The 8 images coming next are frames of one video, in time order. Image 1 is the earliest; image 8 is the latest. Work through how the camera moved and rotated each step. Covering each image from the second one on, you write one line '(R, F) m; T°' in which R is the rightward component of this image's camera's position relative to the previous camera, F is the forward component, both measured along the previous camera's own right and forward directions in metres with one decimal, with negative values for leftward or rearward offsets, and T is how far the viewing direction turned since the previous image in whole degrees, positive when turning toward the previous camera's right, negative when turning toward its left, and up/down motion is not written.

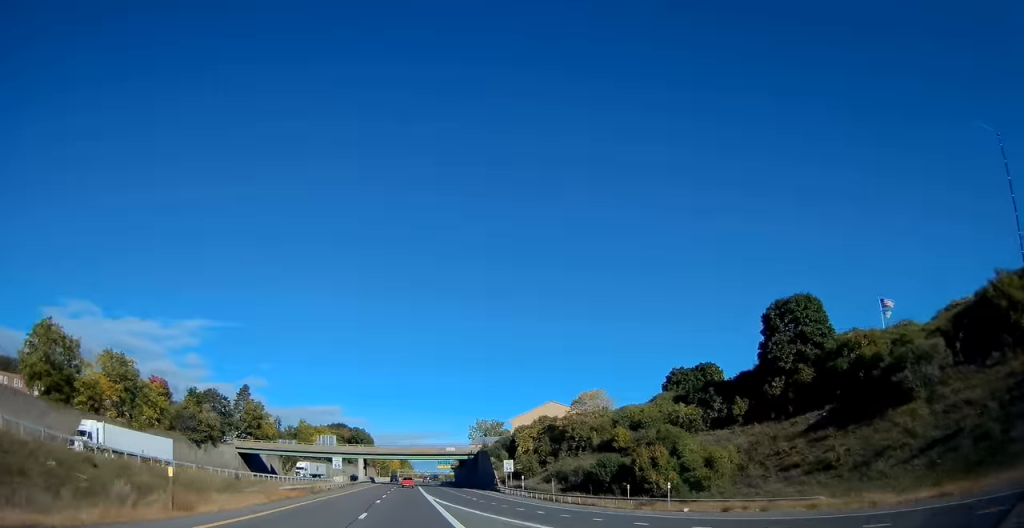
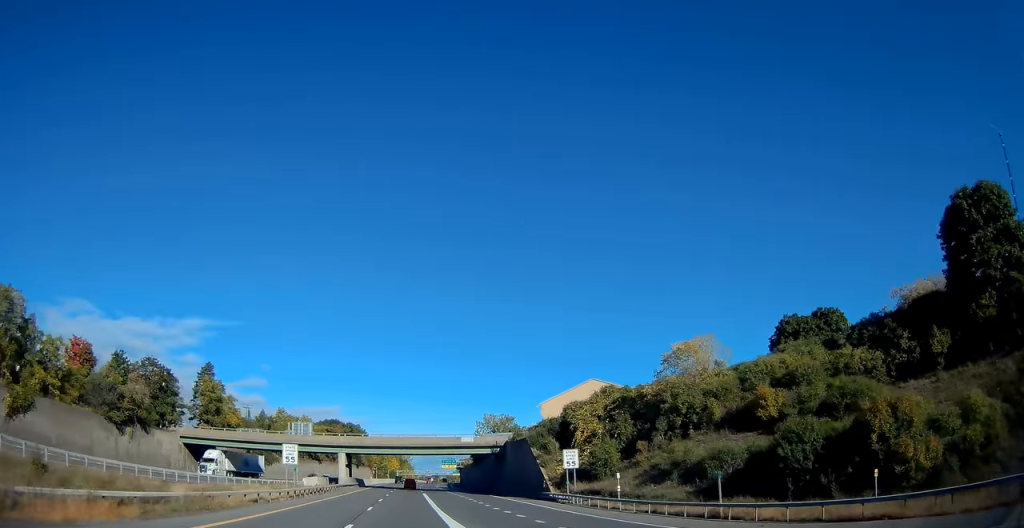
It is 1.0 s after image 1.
(-0.1, +29.5) m; 0°
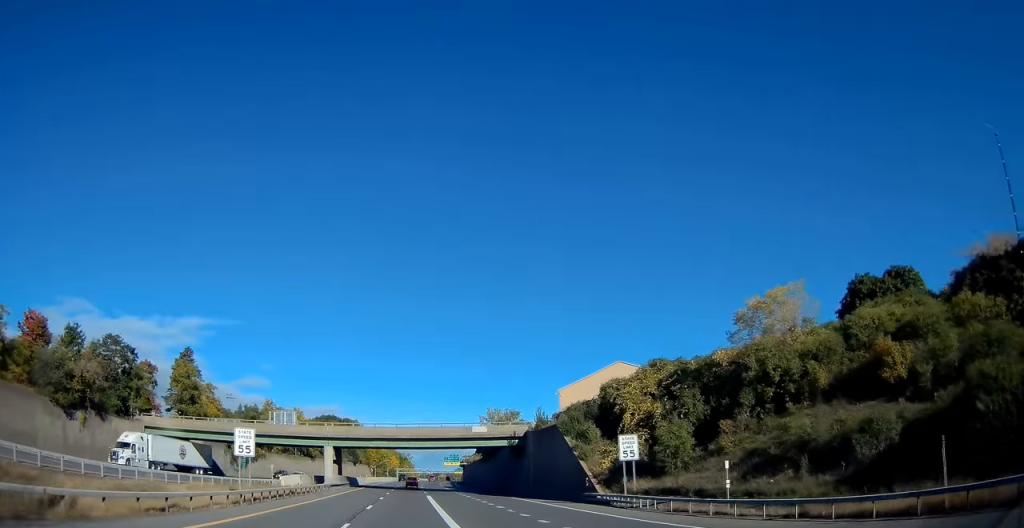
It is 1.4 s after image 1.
(0.0, +12.9) m; 0°
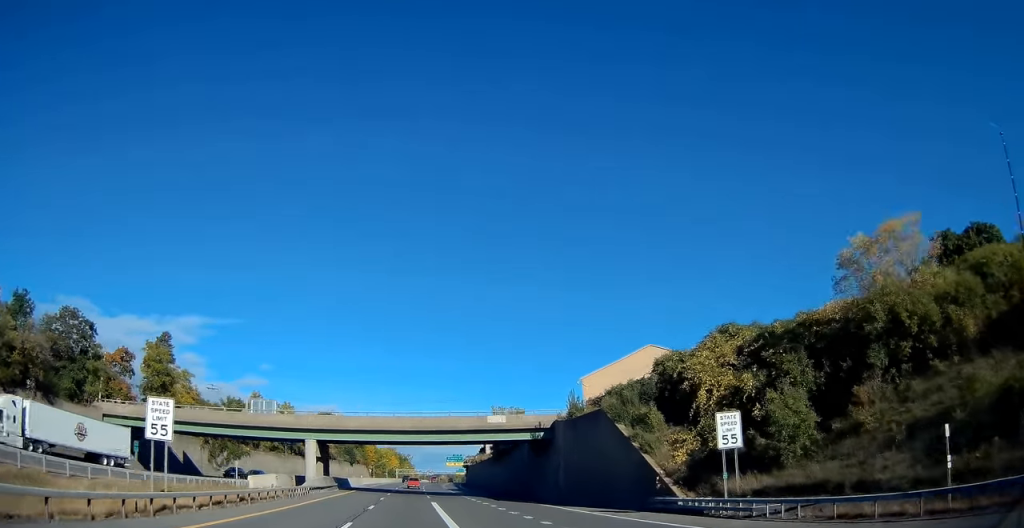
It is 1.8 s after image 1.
(0.0, +11.7) m; 0°
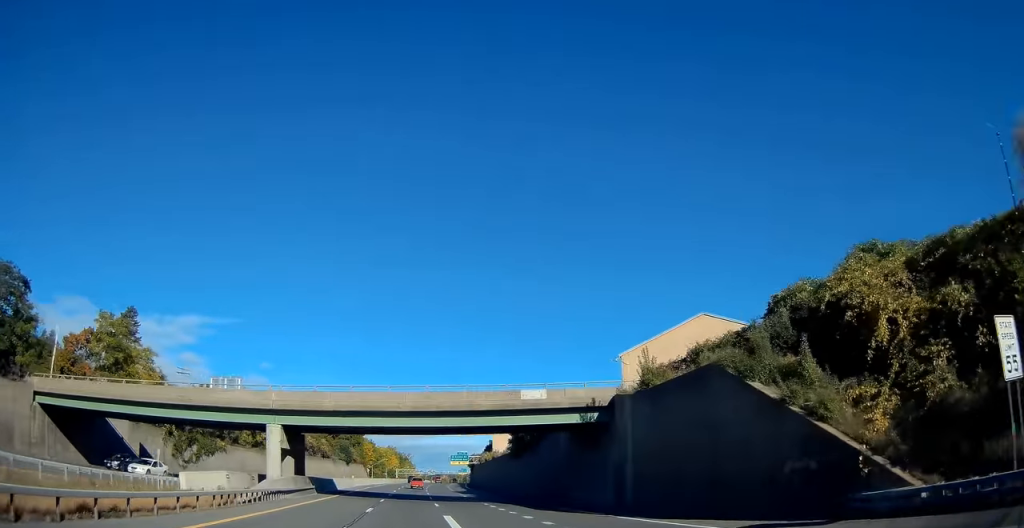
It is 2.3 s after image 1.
(0.0, +14.0) m; 0°
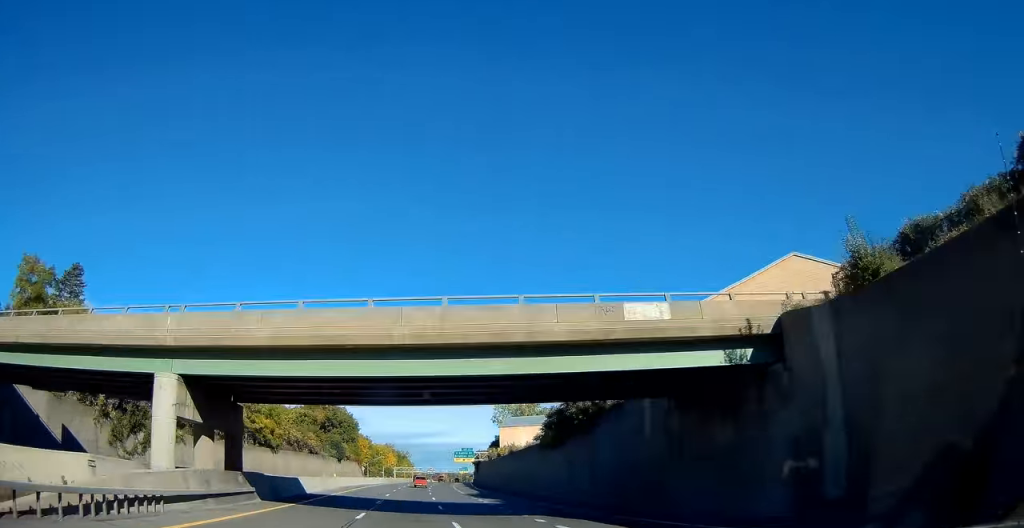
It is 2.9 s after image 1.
(+0.1, +17.2) m; 0°
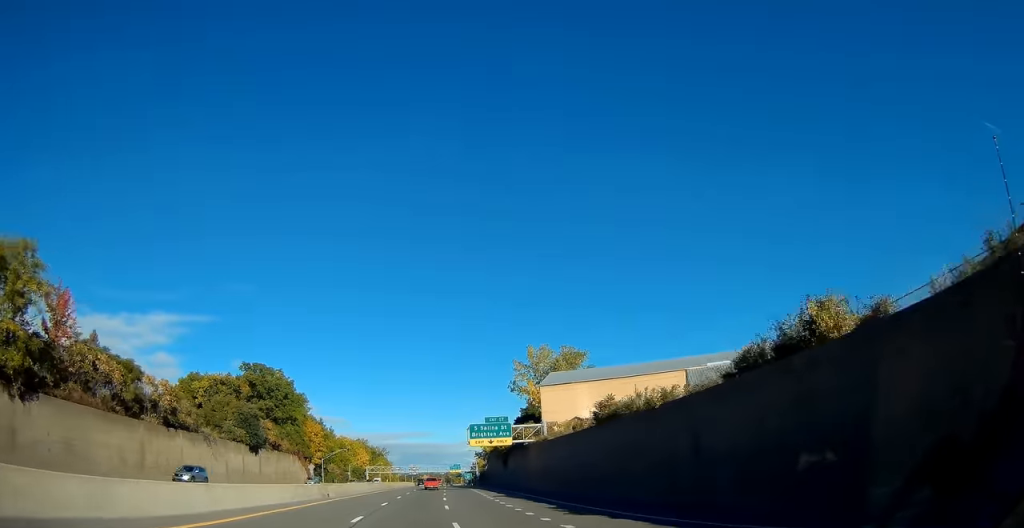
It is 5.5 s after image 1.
(+0.9, +74.0) m; +2°
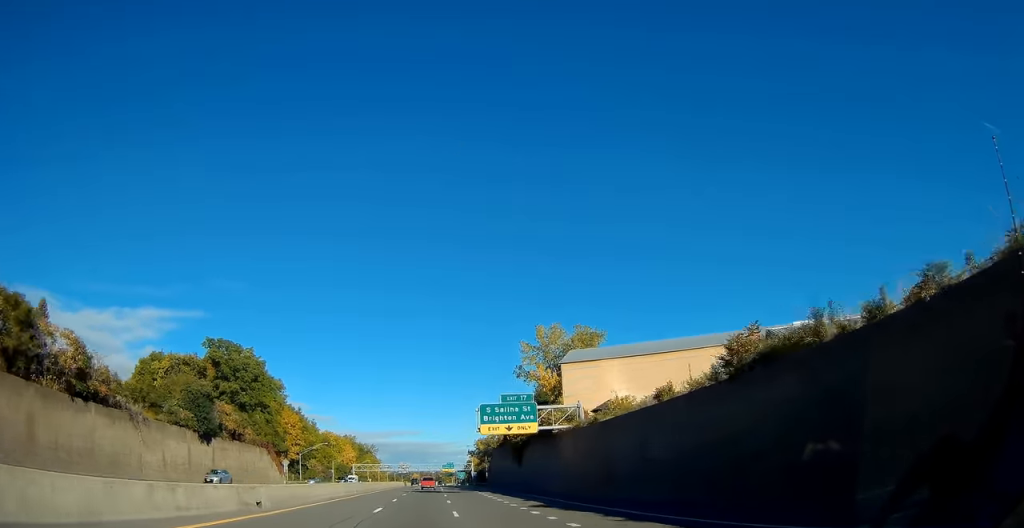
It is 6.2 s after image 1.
(+0.1, +19.2) m; 0°
